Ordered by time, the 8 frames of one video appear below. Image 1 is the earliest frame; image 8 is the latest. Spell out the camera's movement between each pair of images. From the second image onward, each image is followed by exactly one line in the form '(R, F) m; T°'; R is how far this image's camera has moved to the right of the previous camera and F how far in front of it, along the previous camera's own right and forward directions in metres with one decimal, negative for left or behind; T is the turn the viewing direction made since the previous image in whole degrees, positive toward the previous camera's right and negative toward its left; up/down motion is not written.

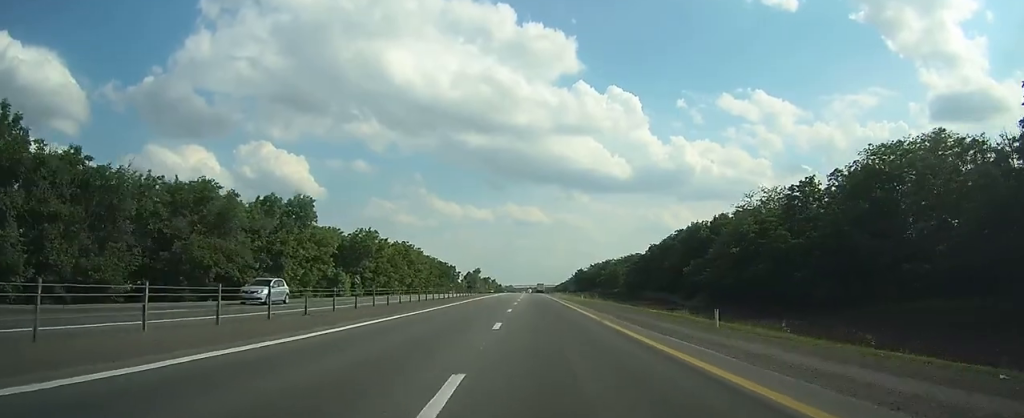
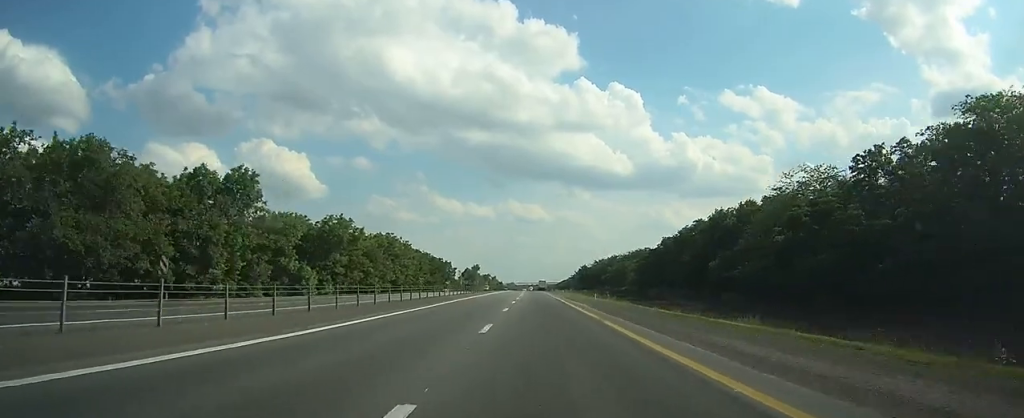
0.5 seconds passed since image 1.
(0.0, +14.6) m; 0°
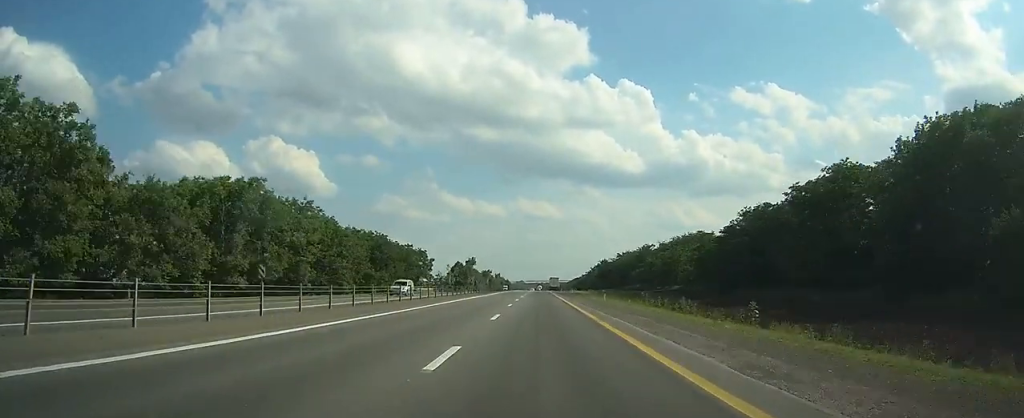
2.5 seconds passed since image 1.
(-0.1, +56.2) m; 0°
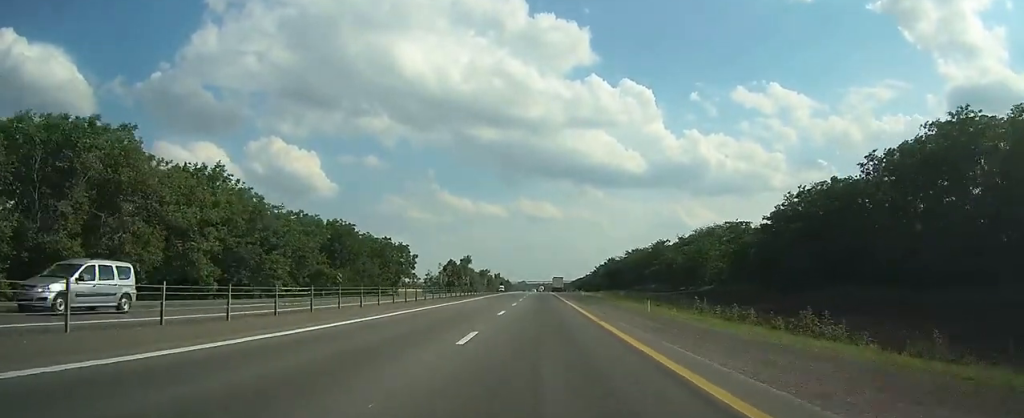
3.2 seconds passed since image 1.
(-0.1, +20.5) m; 0°
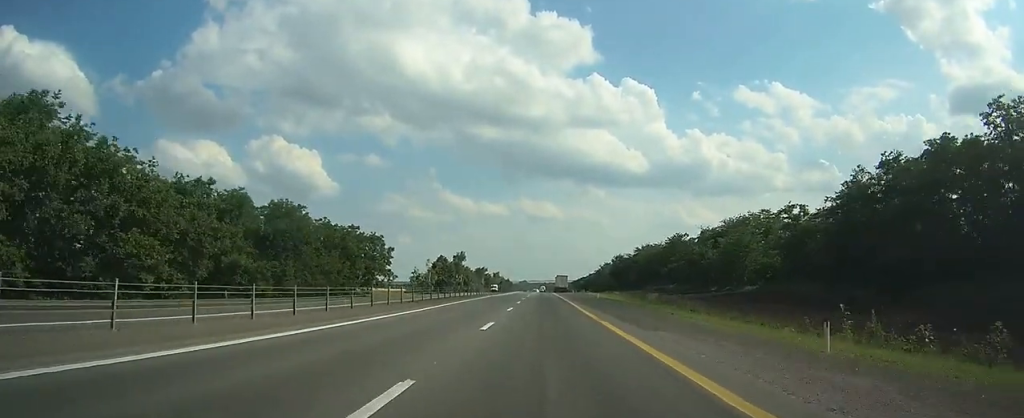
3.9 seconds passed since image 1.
(-0.1, +20.3) m; 0°
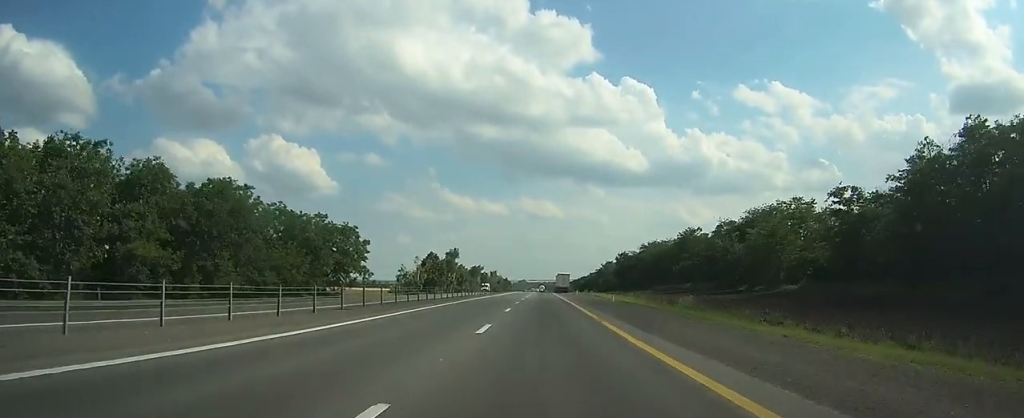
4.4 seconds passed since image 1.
(0.0, +13.7) m; 0°
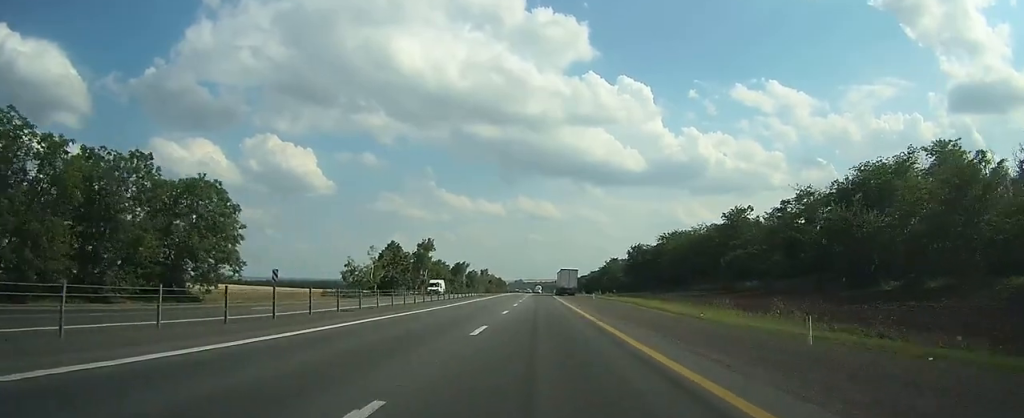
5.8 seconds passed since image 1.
(-0.2, +36.9) m; 0°
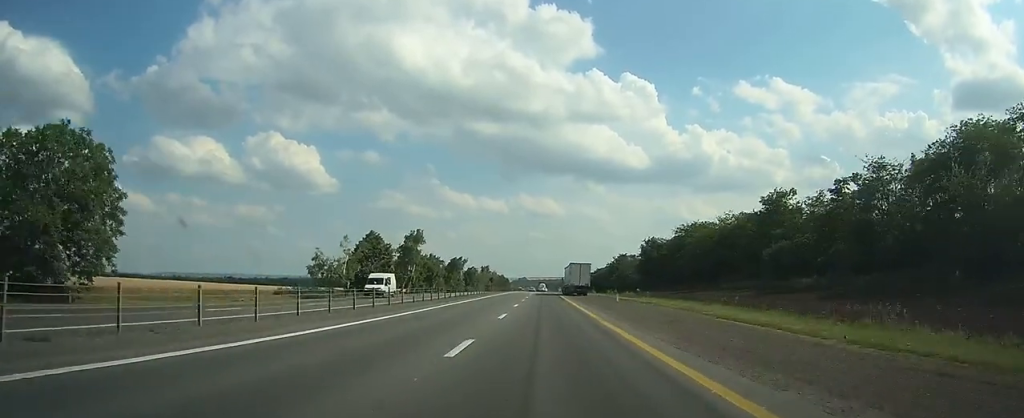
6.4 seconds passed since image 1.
(0.0, +16.8) m; 0°
